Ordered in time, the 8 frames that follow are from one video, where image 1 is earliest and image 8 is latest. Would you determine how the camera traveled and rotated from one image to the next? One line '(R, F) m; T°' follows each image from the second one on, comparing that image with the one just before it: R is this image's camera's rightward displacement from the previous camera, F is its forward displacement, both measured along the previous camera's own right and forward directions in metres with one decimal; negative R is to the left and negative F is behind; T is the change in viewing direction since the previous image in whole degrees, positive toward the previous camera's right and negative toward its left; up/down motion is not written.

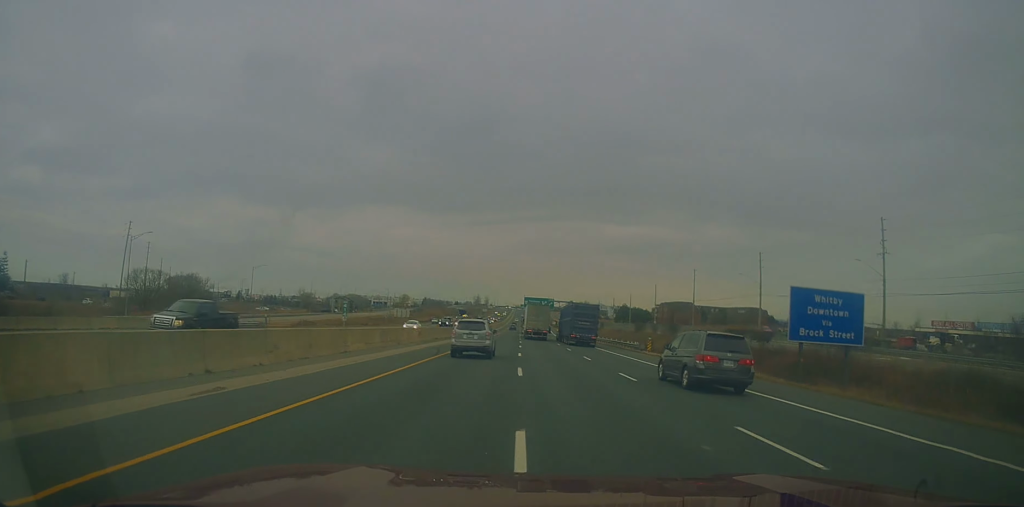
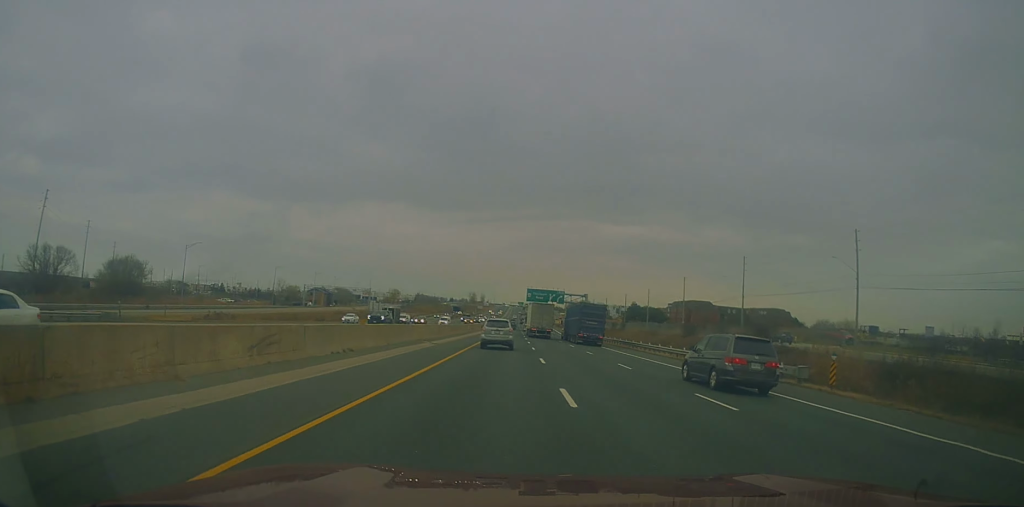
(-0.2, +31.0) m; -1°
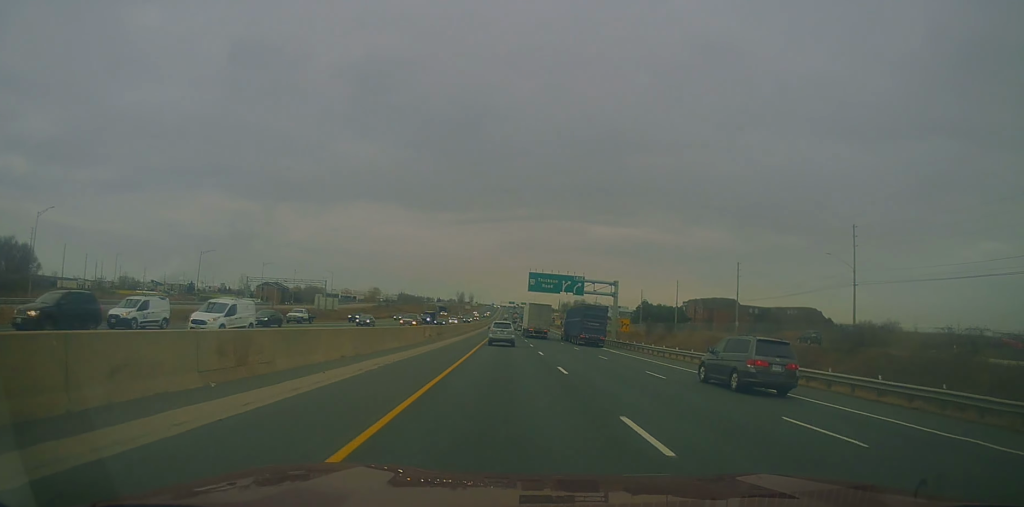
(0.0, +40.3) m; +1°
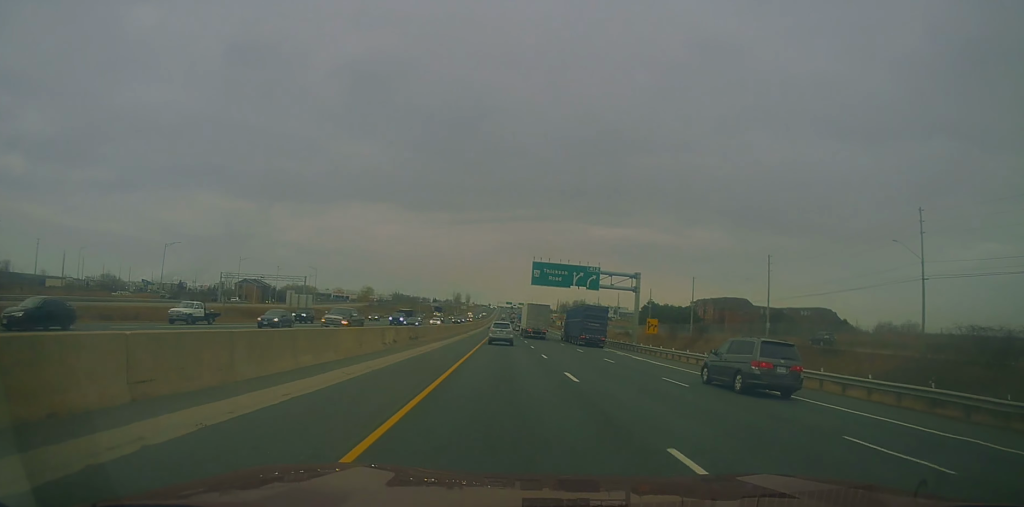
(+0.3, +14.7) m; +1°
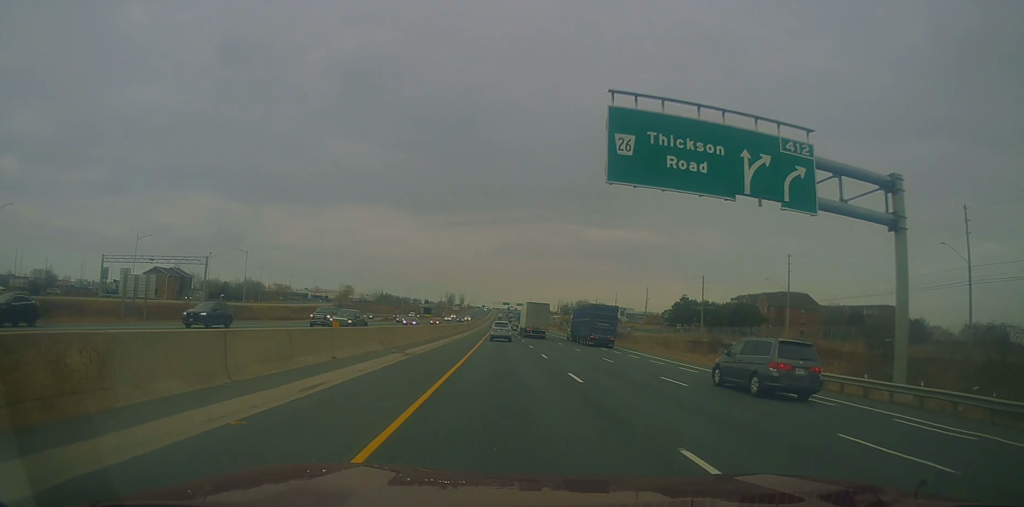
(+0.4, +48.4) m; 0°
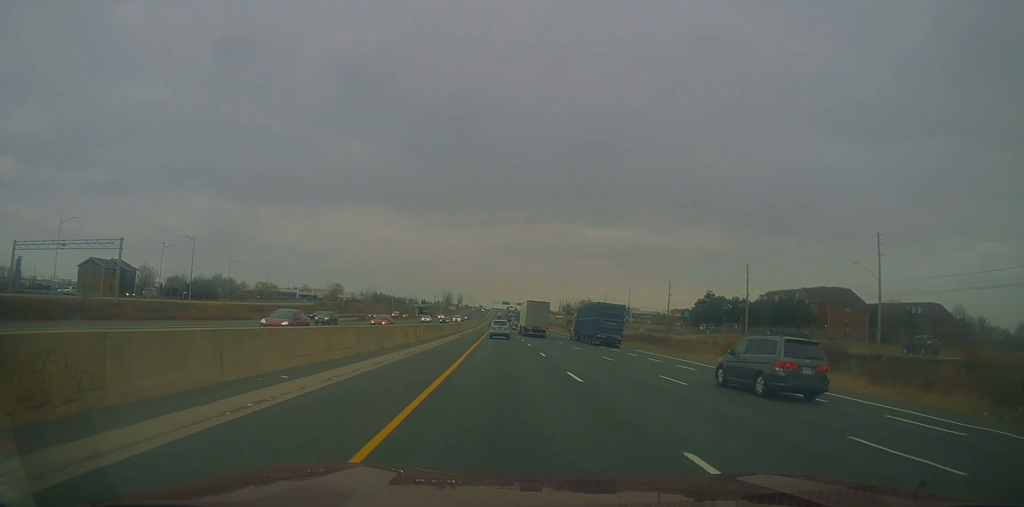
(0.0, +24.2) m; 0°
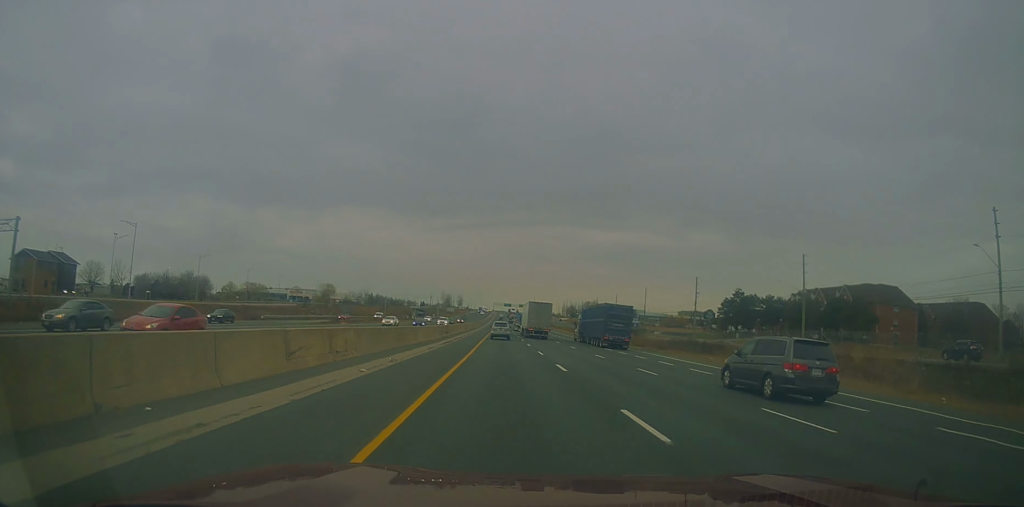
(-0.2, +20.6) m; 0°
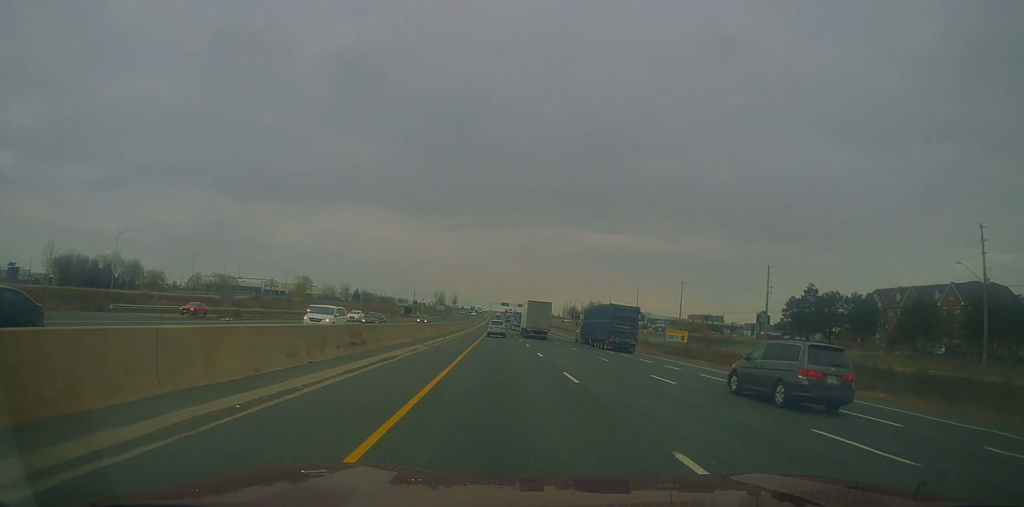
(-0.1, +38.6) m; 0°
